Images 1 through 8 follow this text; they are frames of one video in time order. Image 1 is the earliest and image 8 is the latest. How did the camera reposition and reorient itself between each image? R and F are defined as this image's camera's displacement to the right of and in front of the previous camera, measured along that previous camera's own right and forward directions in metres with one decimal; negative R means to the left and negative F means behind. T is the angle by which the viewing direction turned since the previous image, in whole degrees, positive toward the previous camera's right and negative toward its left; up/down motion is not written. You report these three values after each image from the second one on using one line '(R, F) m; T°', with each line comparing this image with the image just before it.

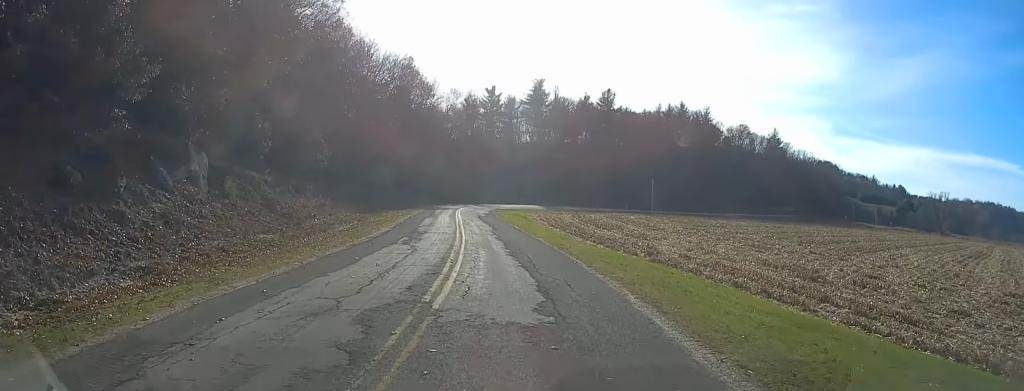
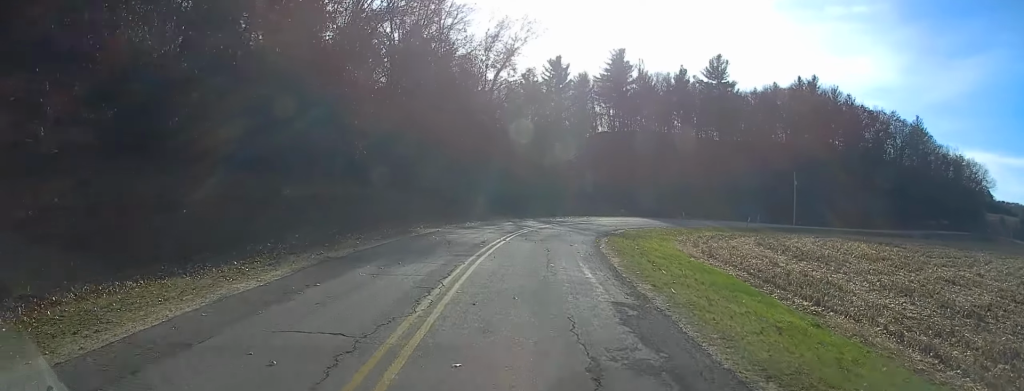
(-3.8, +56.0) m; -3°
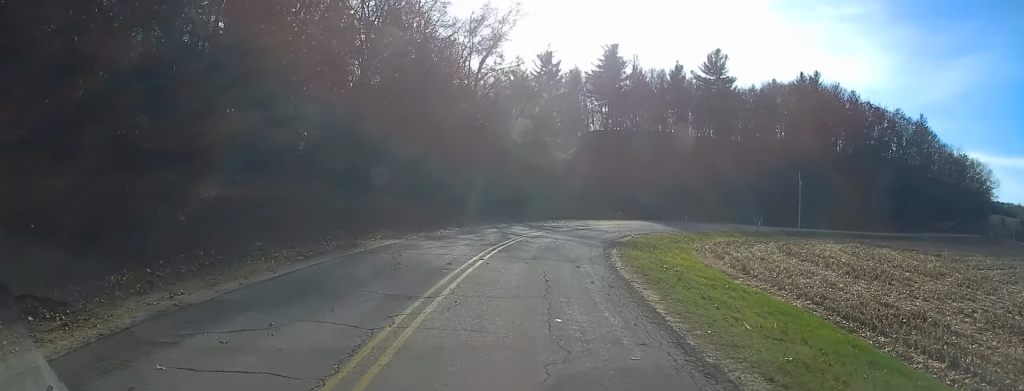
(+0.1, +7.2) m; +1°
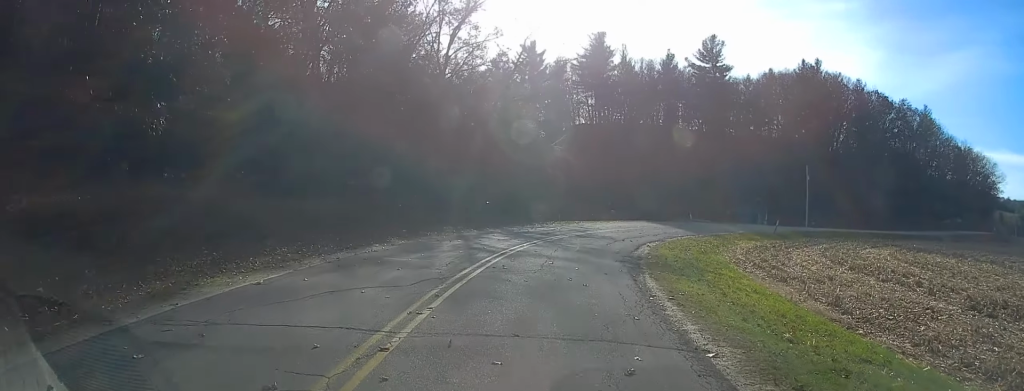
(0.0, +10.1) m; +2°
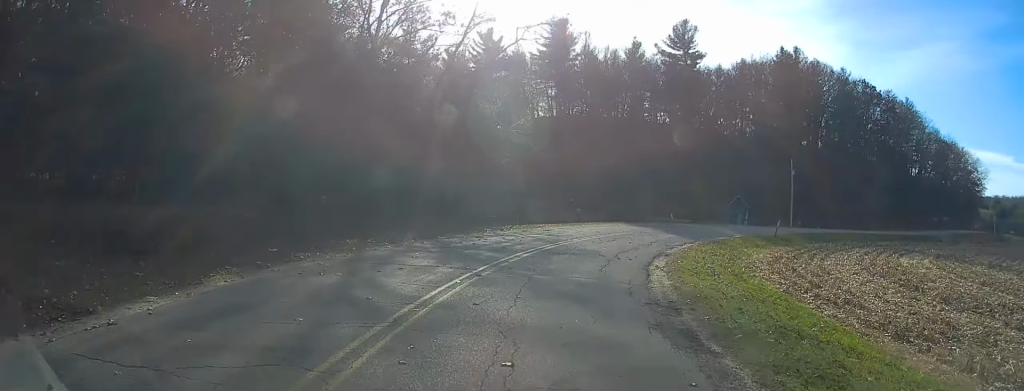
(+0.4, +10.2) m; +3°
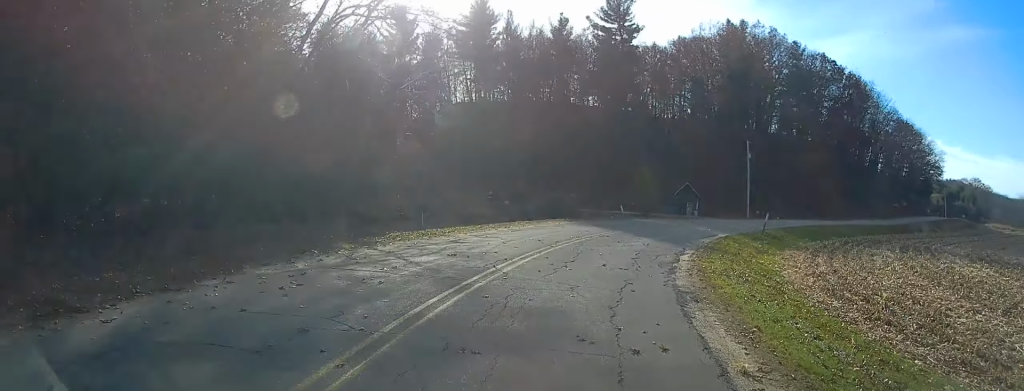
(+0.5, +12.6) m; +6°
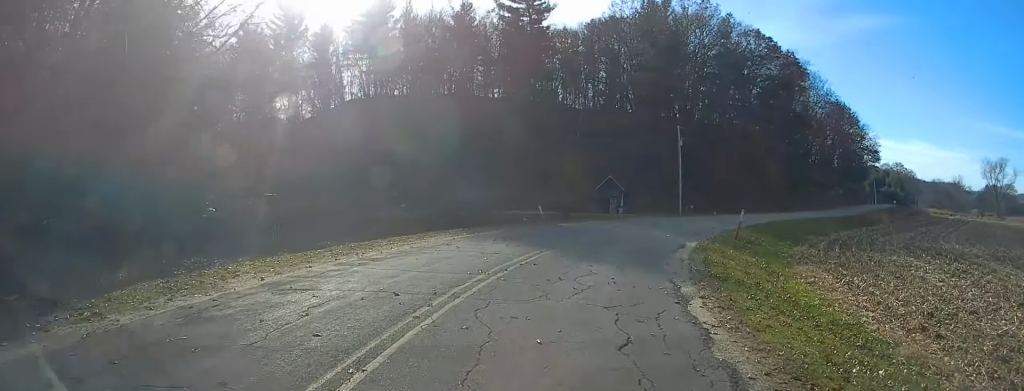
(+0.3, +10.8) m; +7°
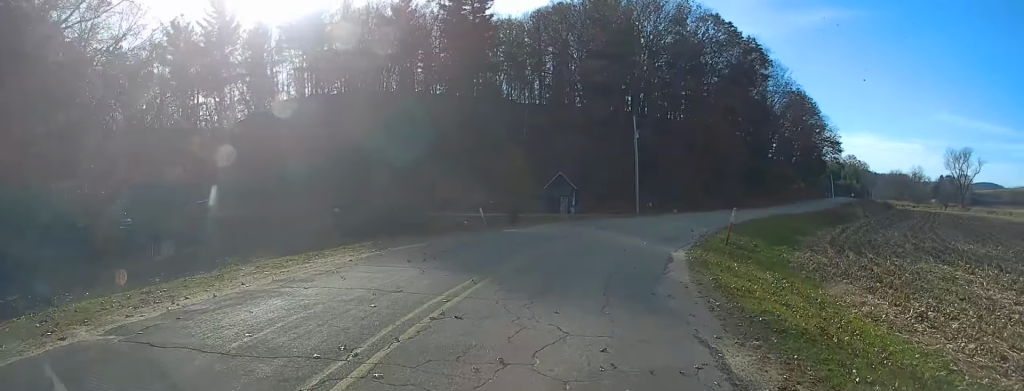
(+0.3, +6.2) m; +5°
